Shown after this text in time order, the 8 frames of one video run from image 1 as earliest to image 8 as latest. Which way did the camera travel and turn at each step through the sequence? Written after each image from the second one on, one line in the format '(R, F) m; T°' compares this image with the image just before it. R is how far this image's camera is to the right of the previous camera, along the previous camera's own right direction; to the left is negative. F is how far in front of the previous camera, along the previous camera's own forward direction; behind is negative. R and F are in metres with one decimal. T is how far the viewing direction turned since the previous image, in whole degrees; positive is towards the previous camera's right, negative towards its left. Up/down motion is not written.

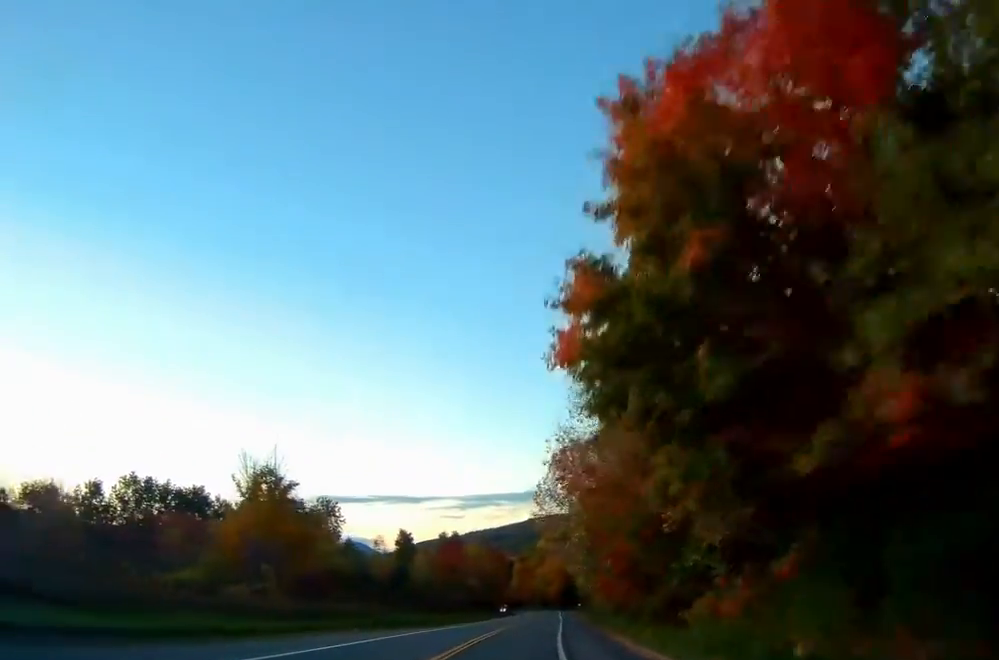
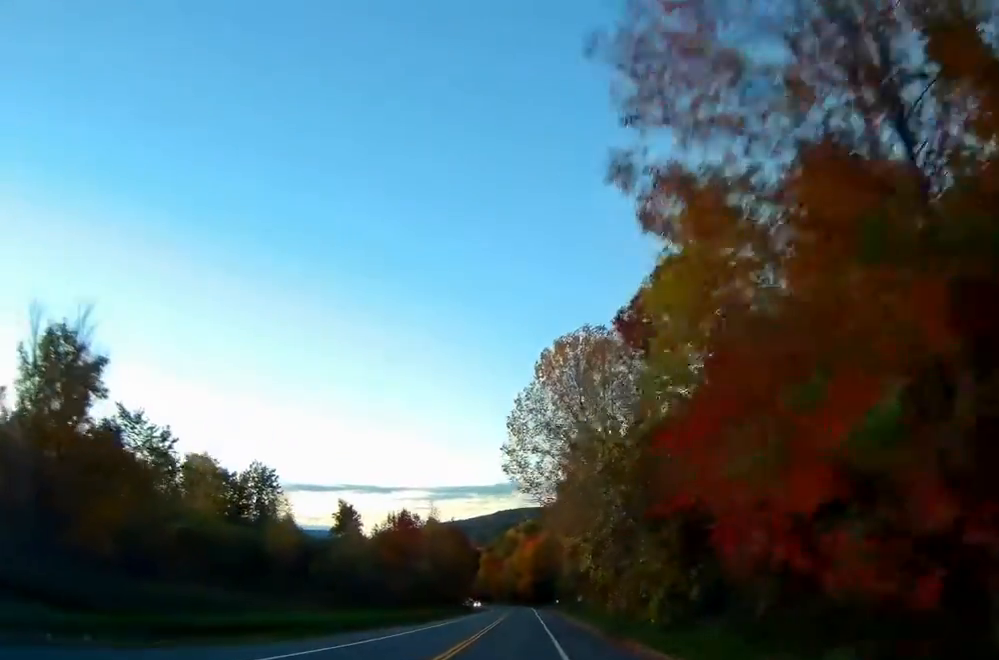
(+0.6, +27.2) m; +2°
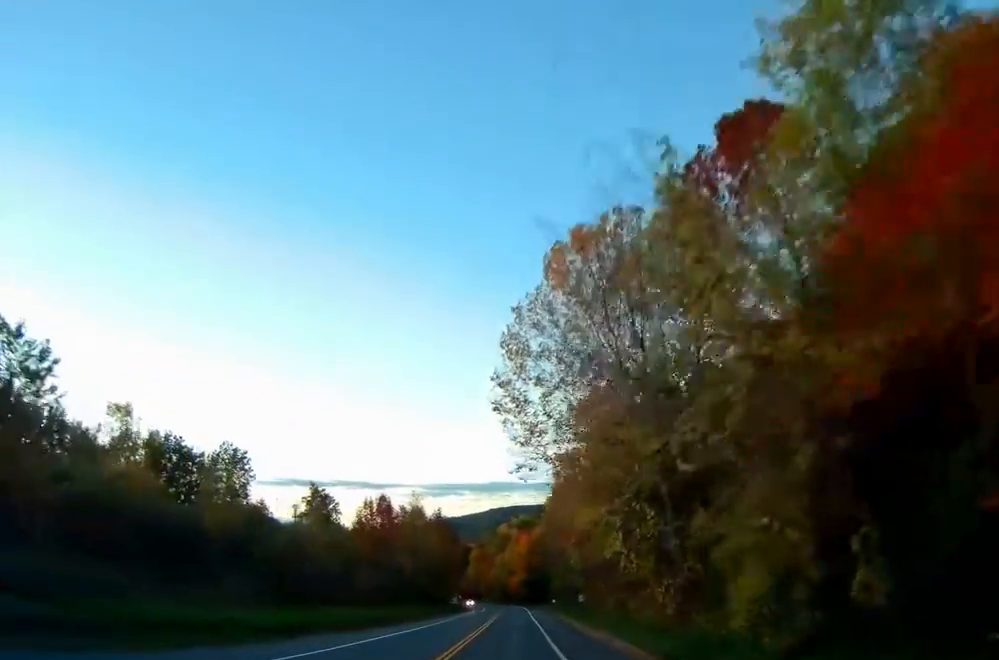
(+0.1, +12.7) m; +1°
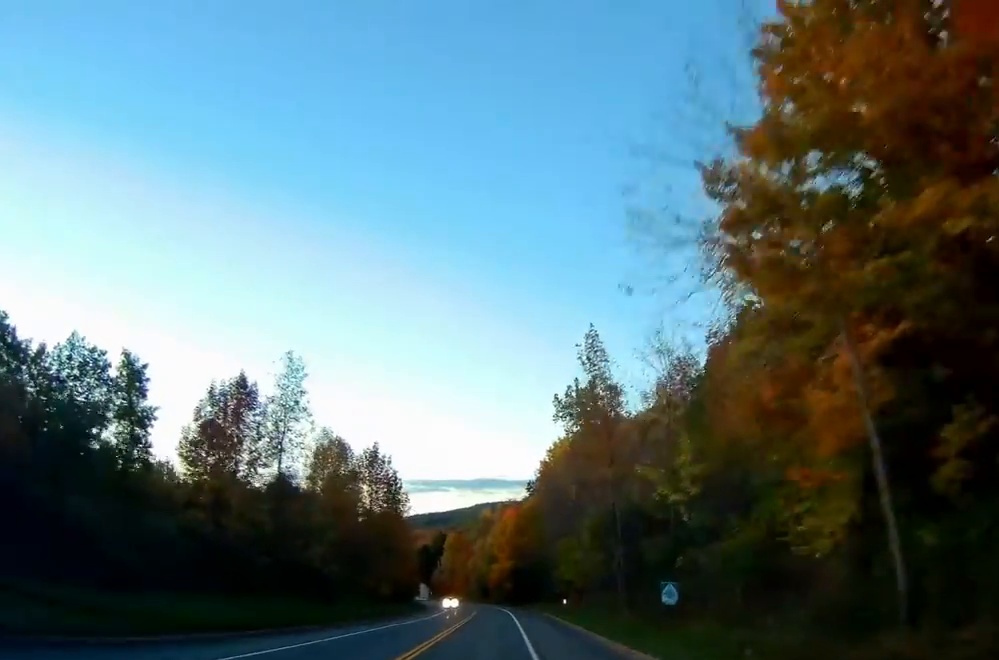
(+0.8, +49.6) m; 0°
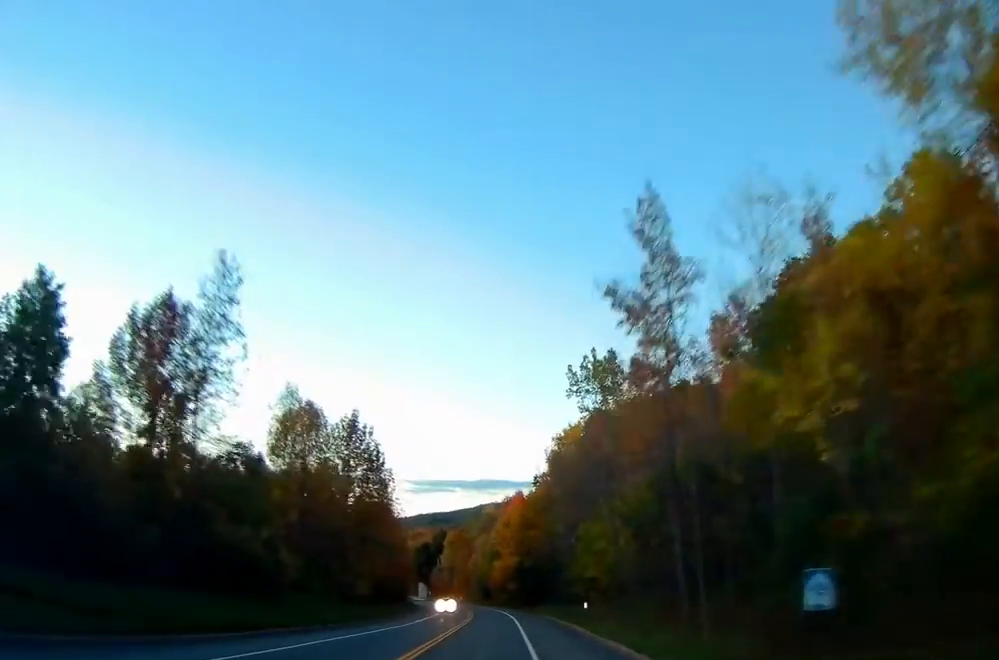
(-0.1, +13.7) m; 0°
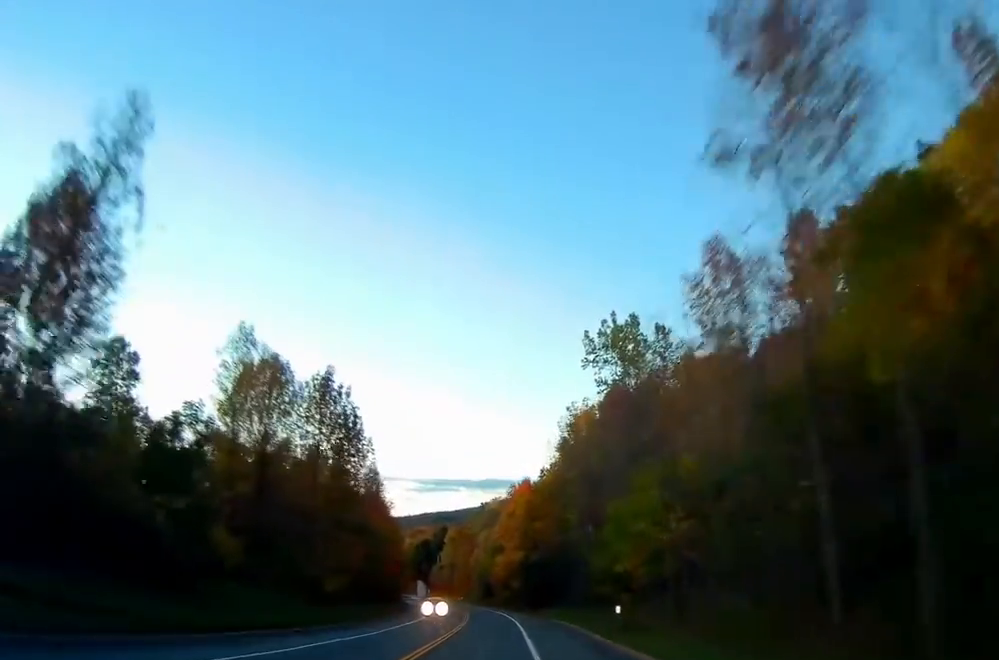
(-0.1, +12.0) m; 0°
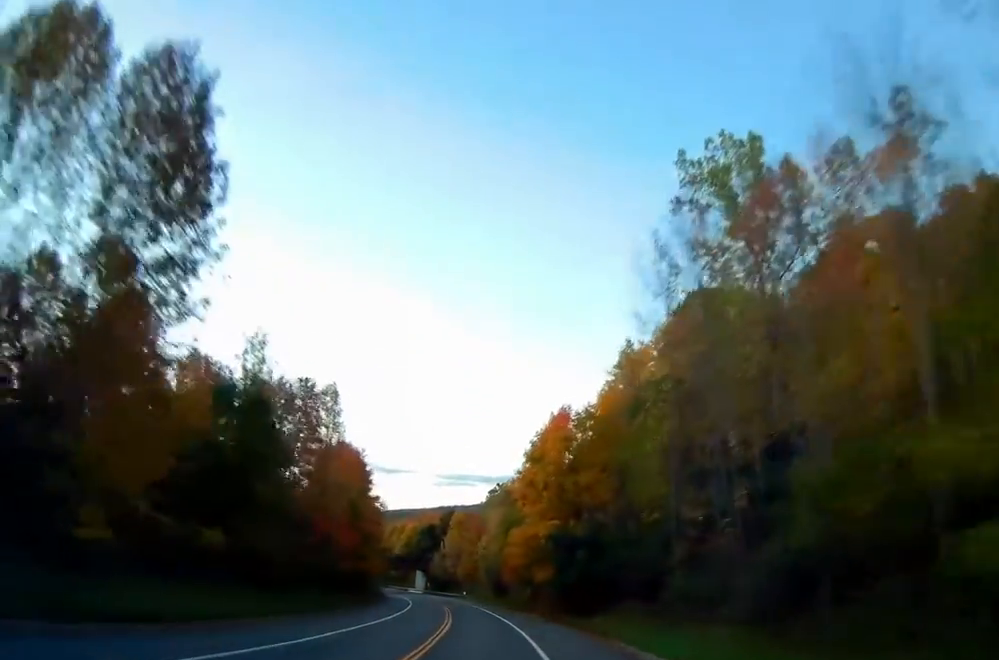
(-0.2, +34.2) m; -1°
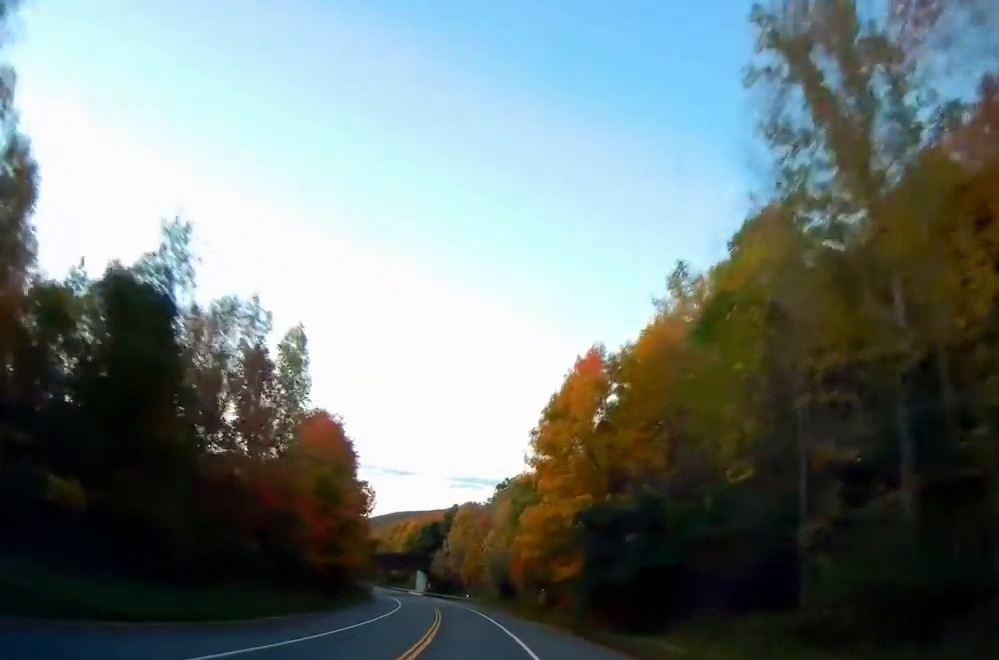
(-0.2, +14.4) m; -1°
